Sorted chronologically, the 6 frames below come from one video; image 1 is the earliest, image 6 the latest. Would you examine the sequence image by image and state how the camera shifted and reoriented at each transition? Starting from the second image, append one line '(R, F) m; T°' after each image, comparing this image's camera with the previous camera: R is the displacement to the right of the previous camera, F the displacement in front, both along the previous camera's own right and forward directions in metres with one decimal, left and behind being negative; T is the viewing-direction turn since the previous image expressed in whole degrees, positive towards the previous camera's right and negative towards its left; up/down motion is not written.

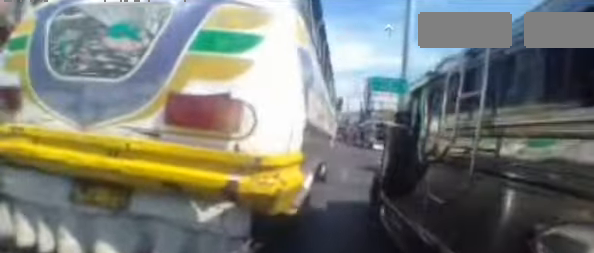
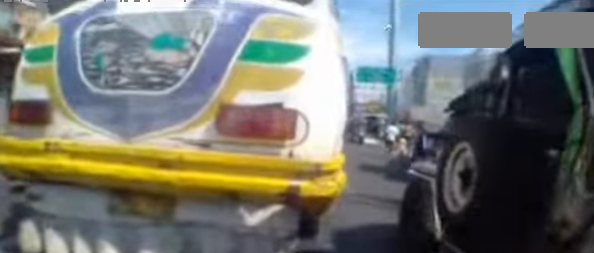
(+0.1, +0.3) m; 0°
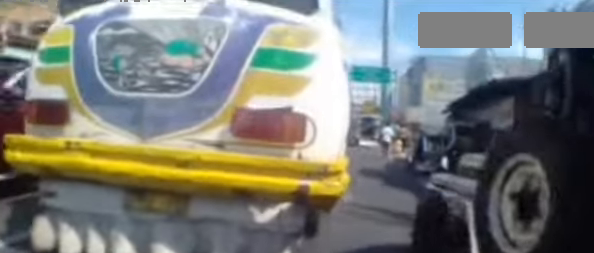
(0.0, 0.0) m; 0°
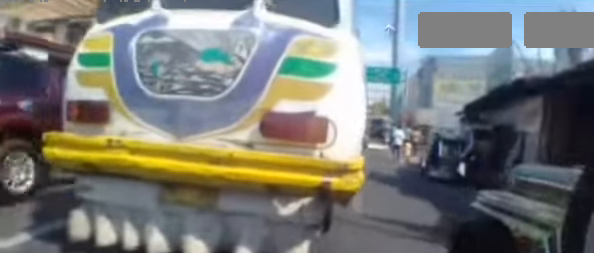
(0.0, 0.0) m; 0°
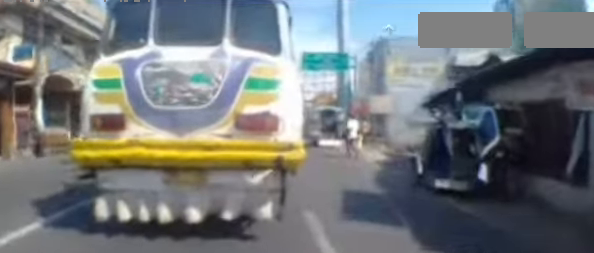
(-0.2, +2.7) m; -7°
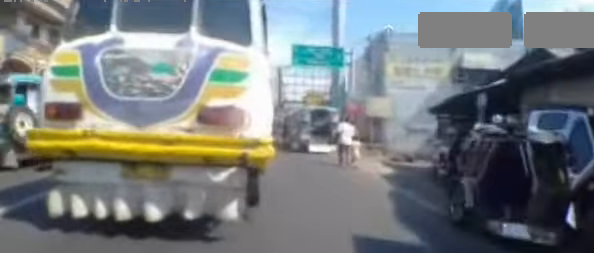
(0.0, +2.5) m; 0°
